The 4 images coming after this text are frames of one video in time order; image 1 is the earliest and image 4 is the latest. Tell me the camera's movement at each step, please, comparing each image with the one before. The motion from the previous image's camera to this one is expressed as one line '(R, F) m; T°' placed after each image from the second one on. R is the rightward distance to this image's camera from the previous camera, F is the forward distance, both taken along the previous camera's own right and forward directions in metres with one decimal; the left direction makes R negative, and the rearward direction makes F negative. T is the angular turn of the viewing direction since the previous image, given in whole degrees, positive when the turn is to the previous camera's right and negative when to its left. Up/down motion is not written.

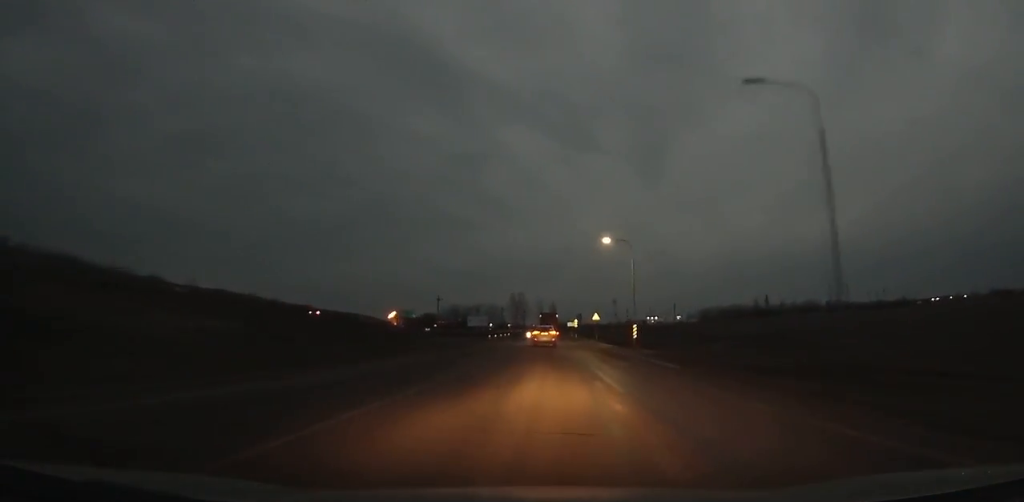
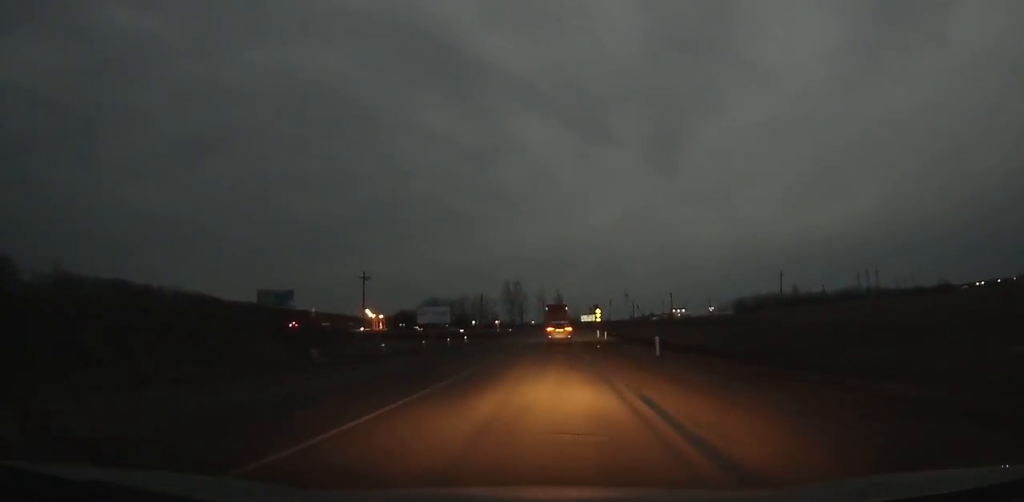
(+0.7, +73.0) m; +1°
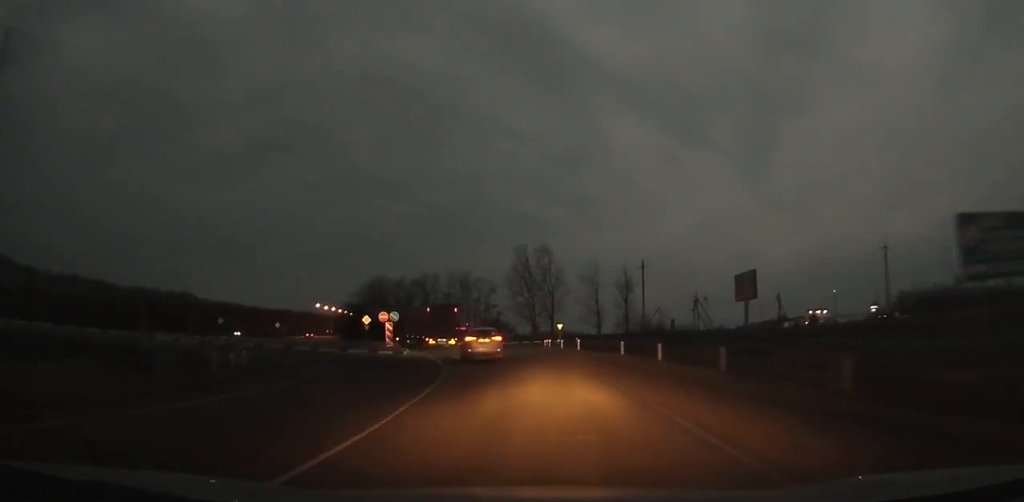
(-3.4, +131.6) m; -11°
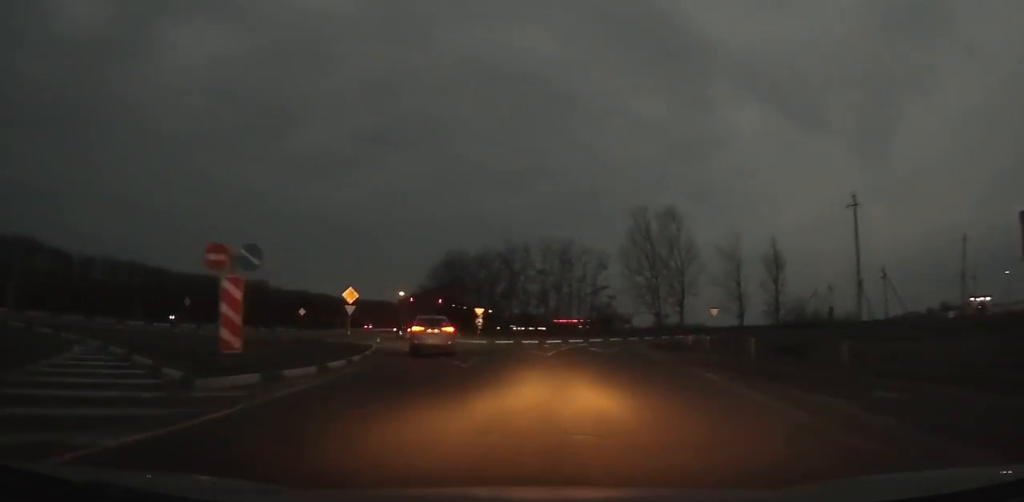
(-2.1, +27.6) m; -11°
